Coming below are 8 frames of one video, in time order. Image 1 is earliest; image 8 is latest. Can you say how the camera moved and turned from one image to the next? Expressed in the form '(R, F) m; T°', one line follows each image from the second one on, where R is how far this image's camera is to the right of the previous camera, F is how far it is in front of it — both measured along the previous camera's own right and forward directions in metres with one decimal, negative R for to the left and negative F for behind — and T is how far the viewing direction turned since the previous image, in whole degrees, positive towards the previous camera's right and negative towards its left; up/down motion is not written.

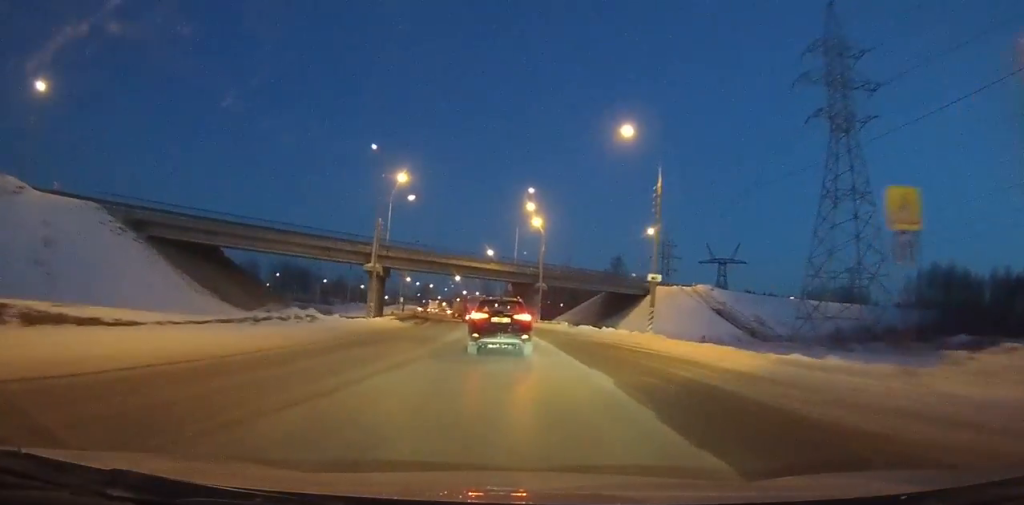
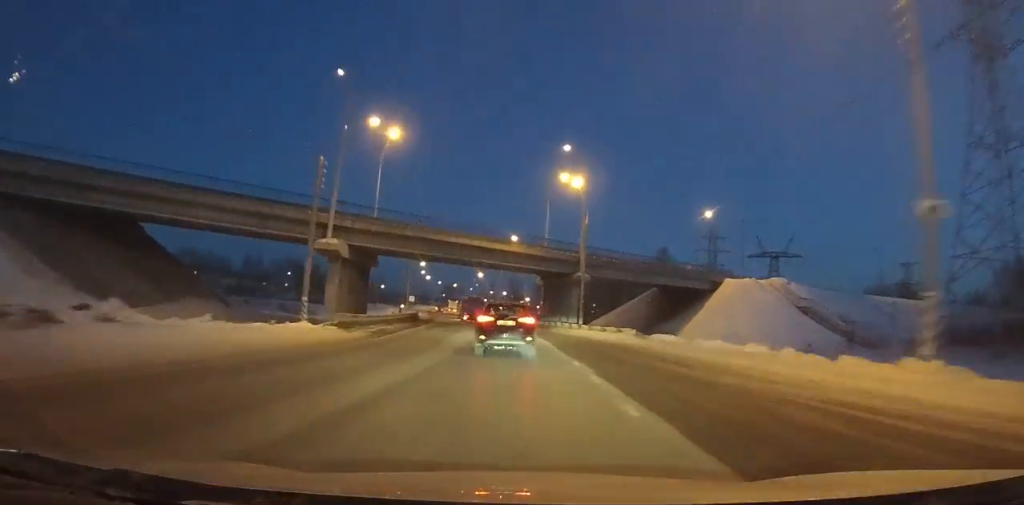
(0.0, +22.5) m; -3°
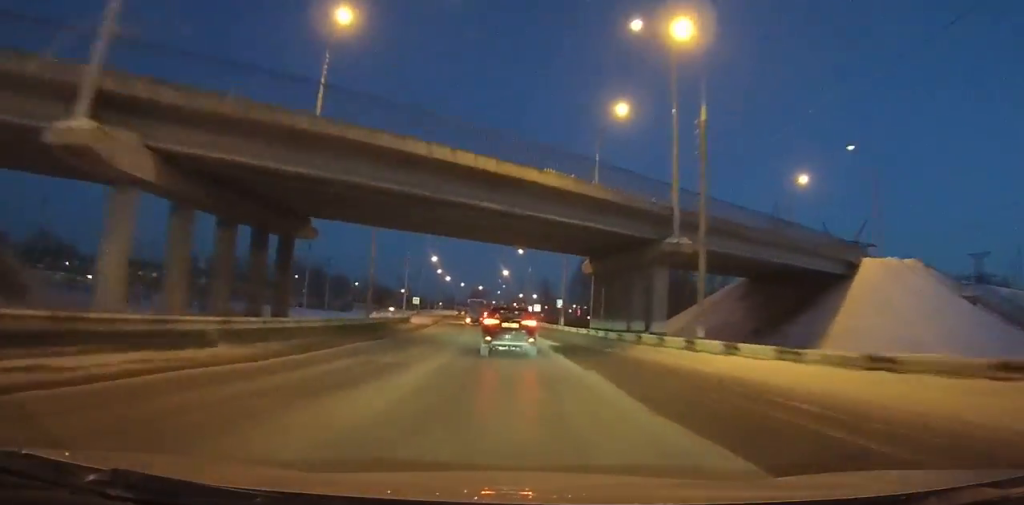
(-1.5, +27.4) m; -3°
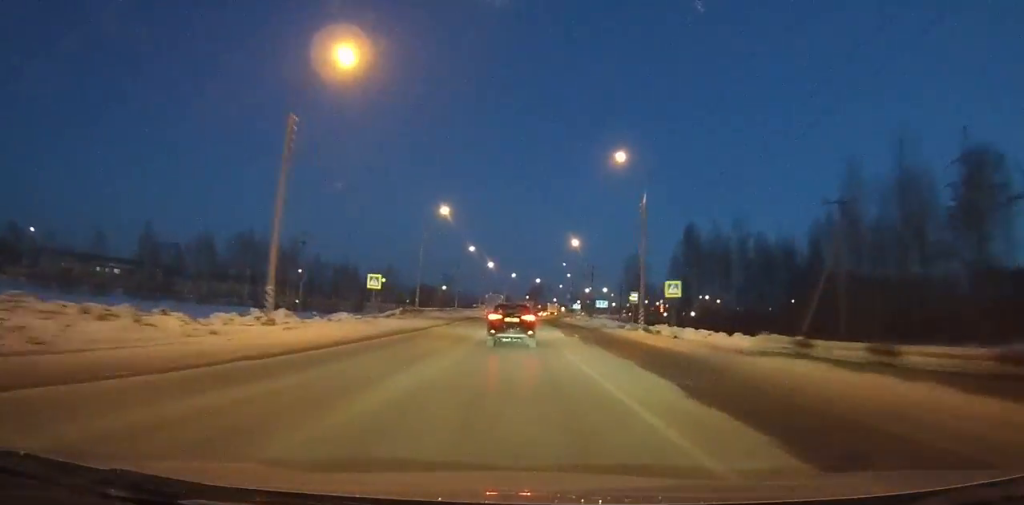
(-2.4, +57.2) m; -3°
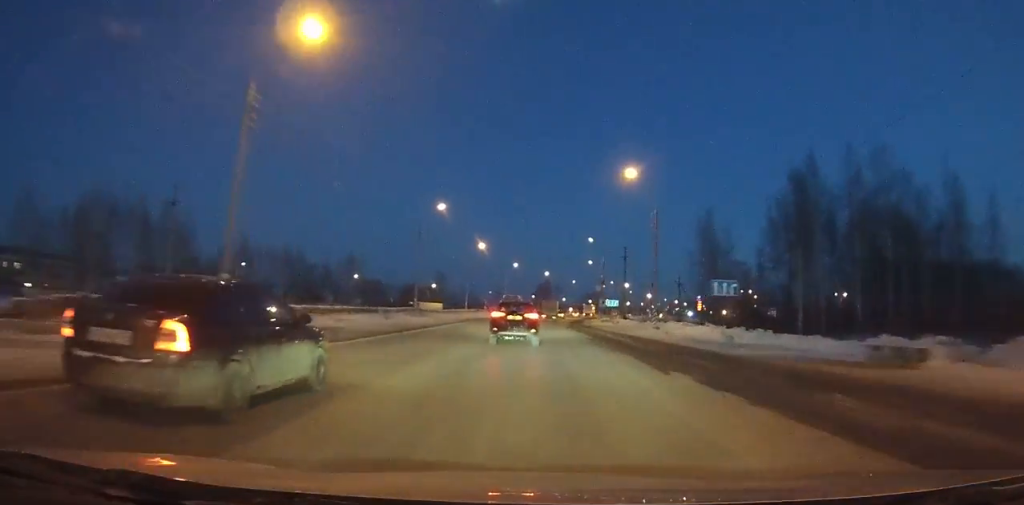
(-0.2, +41.9) m; 0°
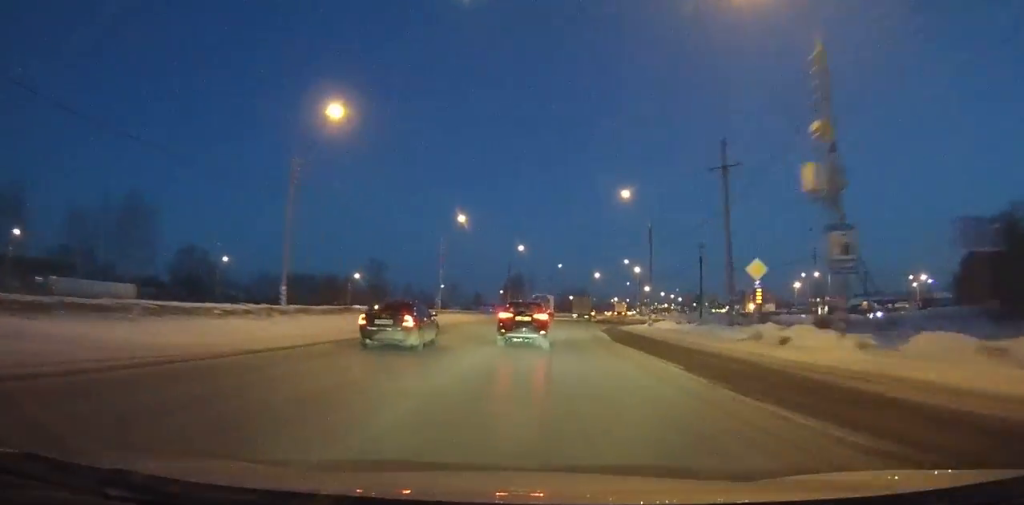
(+1.0, +64.7) m; +4°
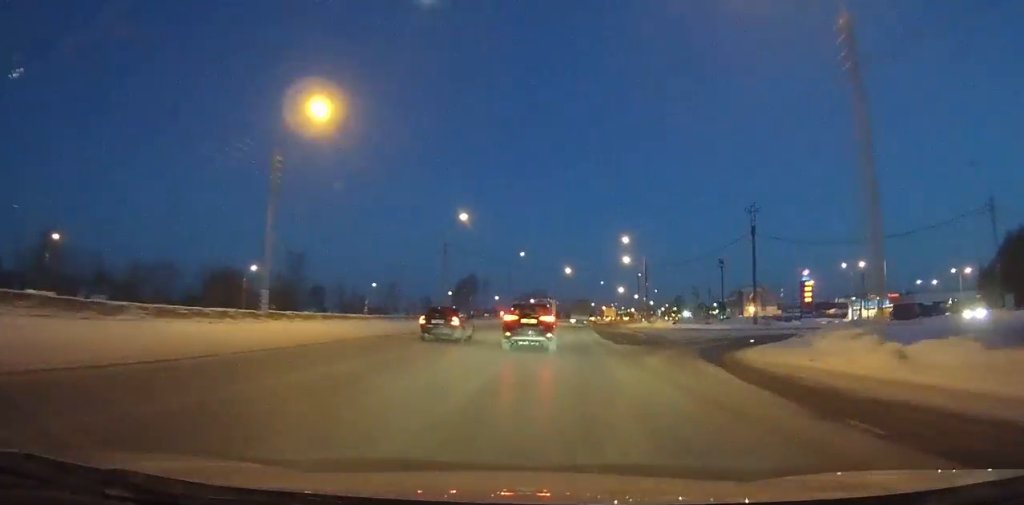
(+1.4, +35.9) m; +4°
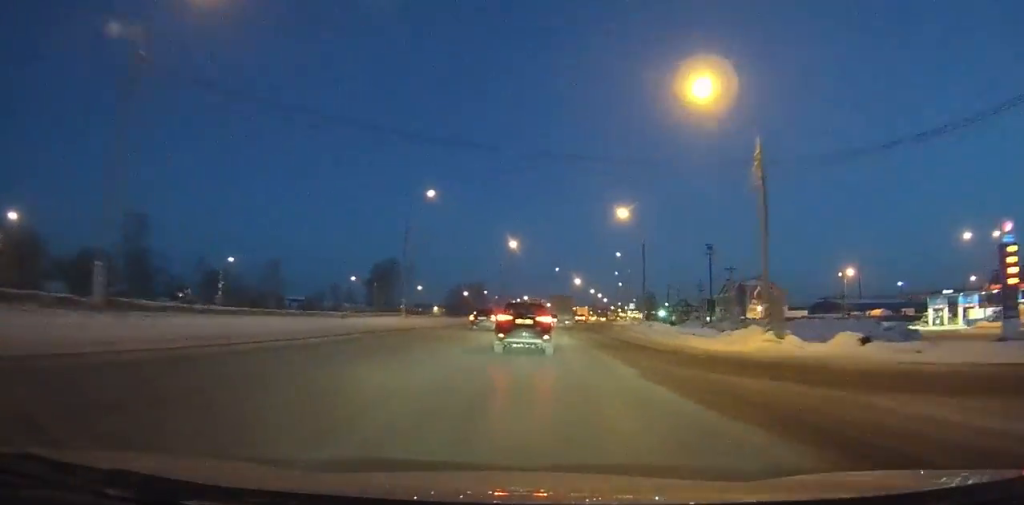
(+2.0, +46.0) m; +5°
